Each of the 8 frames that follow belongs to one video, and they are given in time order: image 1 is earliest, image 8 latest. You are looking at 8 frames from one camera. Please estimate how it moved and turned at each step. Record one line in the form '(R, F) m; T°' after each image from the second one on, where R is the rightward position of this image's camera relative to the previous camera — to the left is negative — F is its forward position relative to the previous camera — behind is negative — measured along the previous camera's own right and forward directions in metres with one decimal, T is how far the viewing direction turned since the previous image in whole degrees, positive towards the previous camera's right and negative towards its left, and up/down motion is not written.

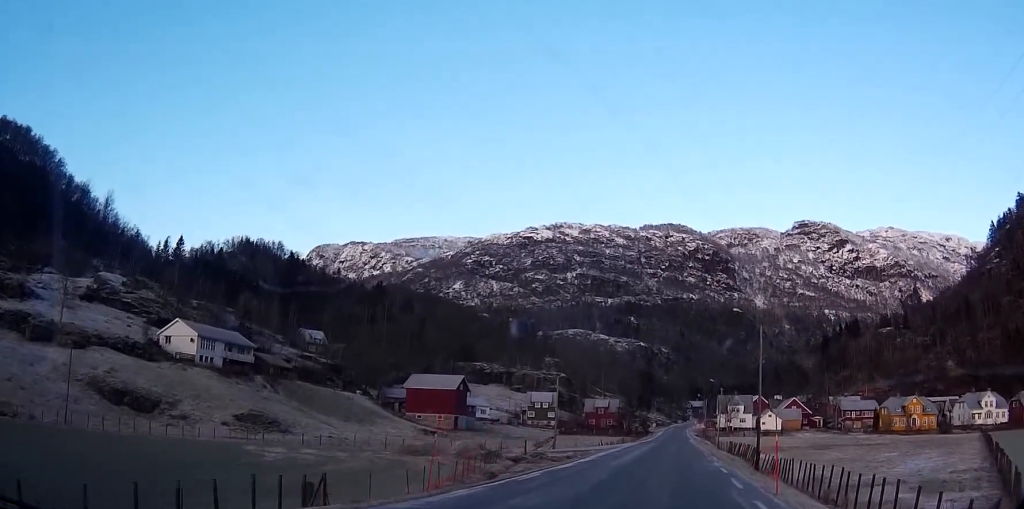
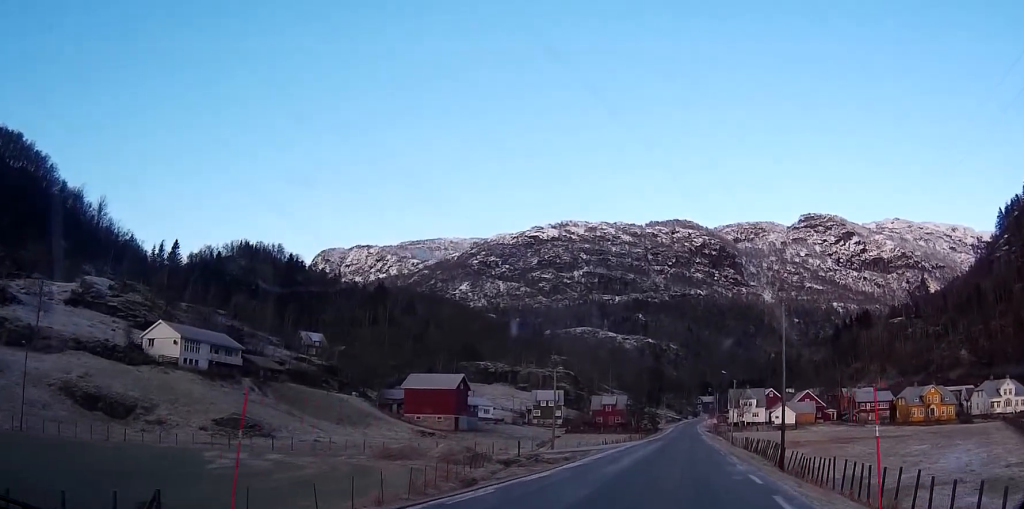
(-0.1, +7.3) m; 0°
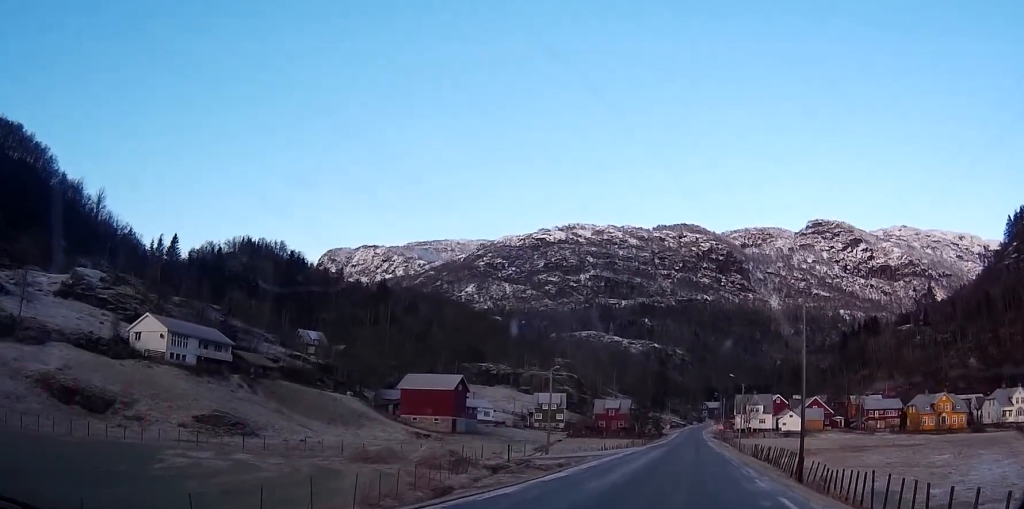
(+0.1, +5.2) m; +1°
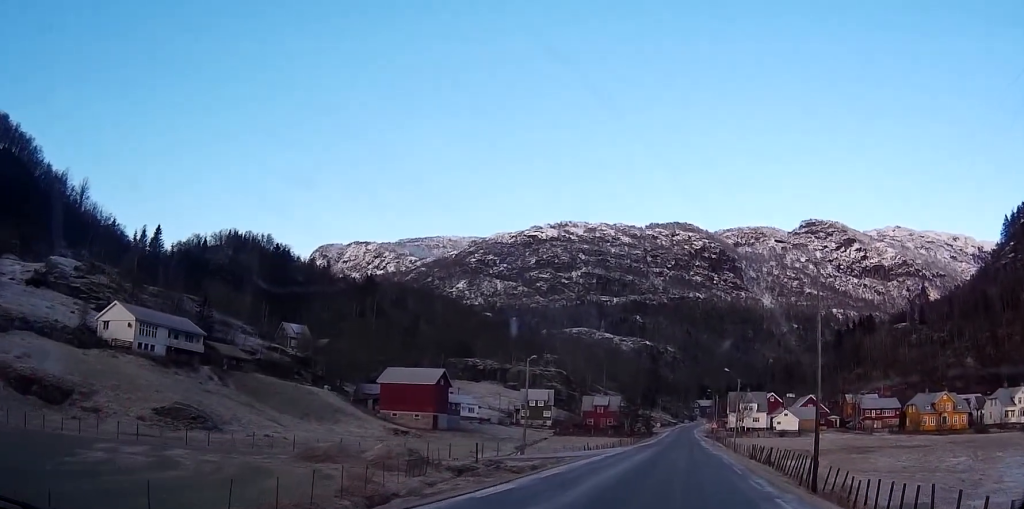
(0.0, +6.4) m; +1°
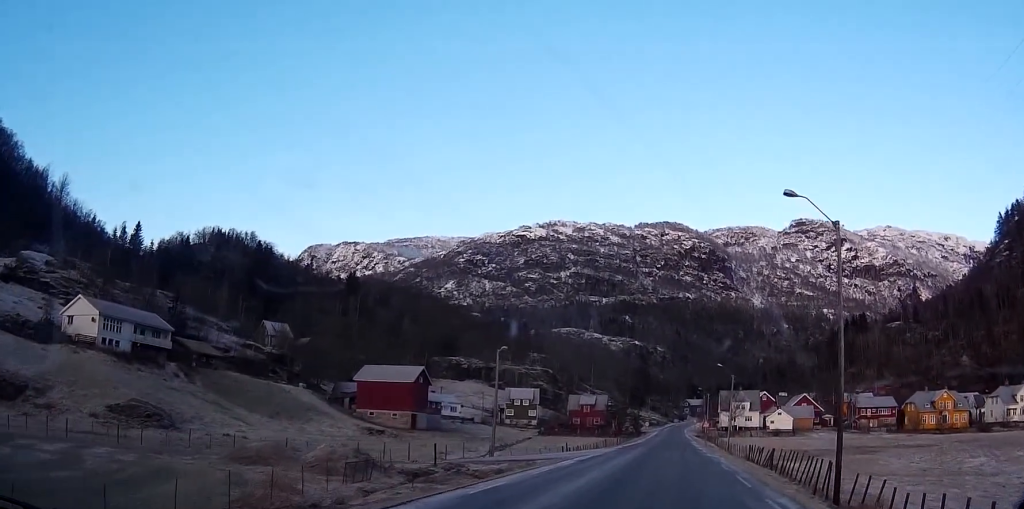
(0.0, +6.4) m; +1°
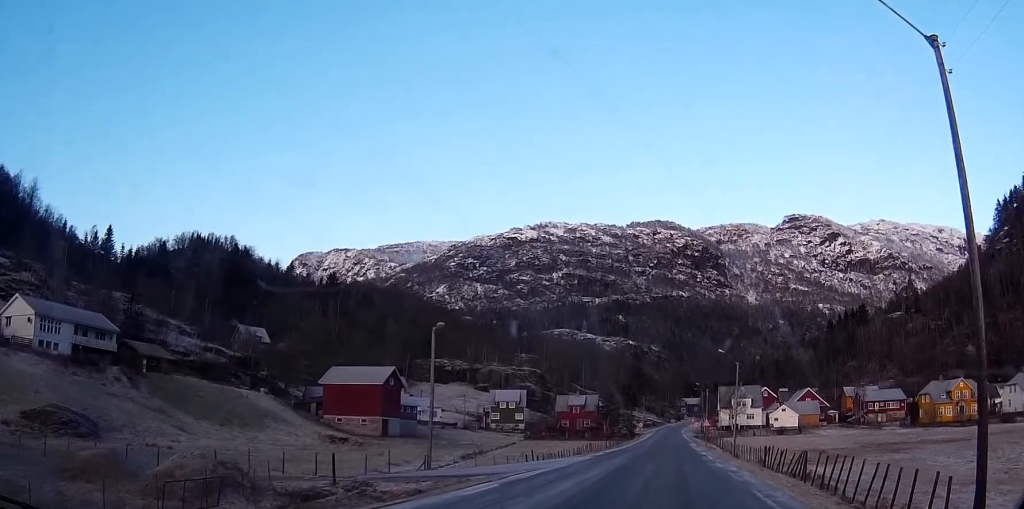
(+0.3, +12.4) m; +2°
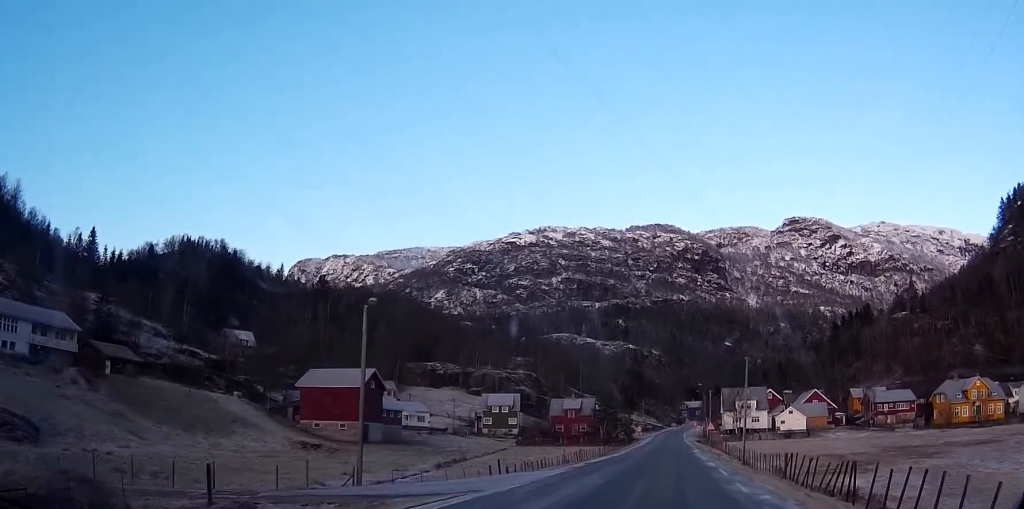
(0.0, +8.6) m; 0°
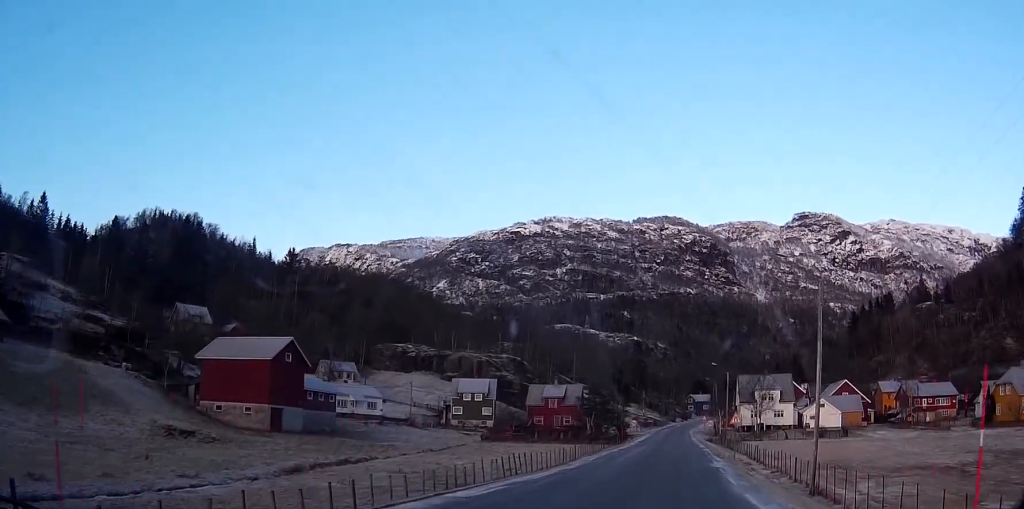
(0.0, +28.7) m; 0°
